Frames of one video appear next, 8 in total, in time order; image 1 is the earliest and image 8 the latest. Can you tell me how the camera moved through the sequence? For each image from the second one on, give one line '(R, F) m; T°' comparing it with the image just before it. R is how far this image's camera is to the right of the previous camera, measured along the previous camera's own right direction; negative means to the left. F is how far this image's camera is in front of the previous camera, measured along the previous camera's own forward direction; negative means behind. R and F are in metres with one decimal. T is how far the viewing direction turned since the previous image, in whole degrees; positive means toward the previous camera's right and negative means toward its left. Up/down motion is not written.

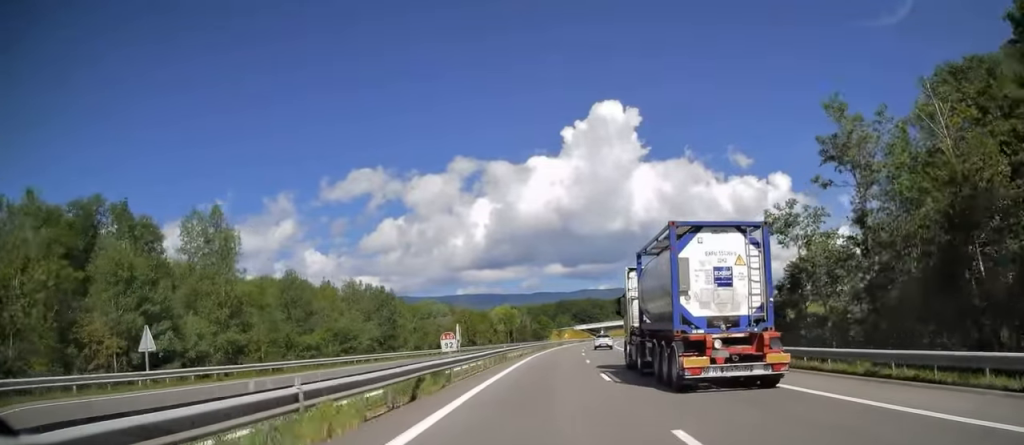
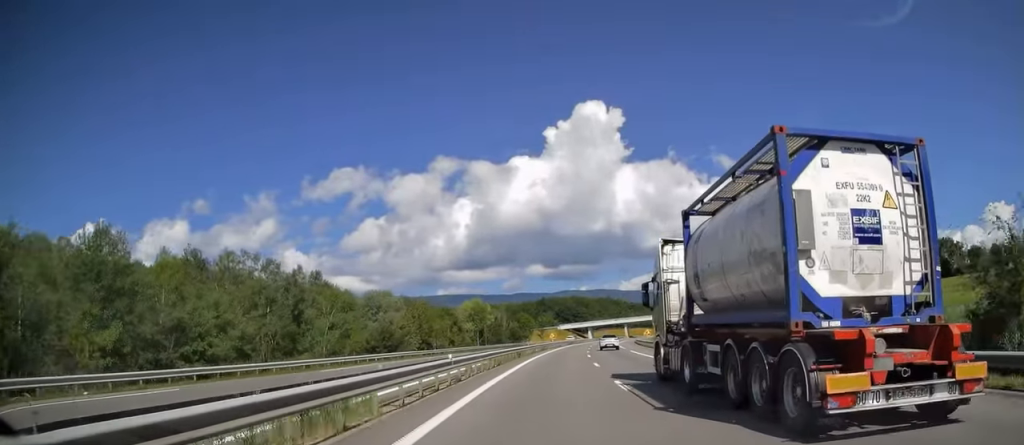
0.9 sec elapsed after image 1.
(+0.2, +29.5) m; +2°
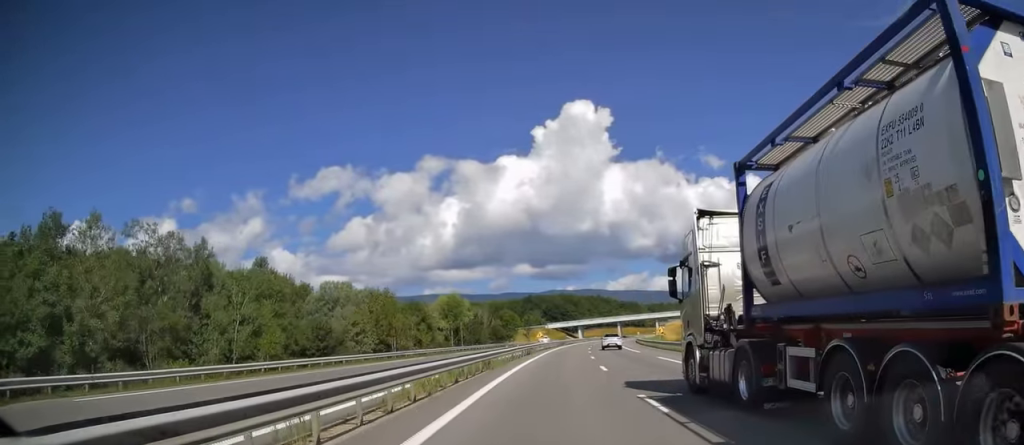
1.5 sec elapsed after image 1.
(+0.3, +17.2) m; +1°
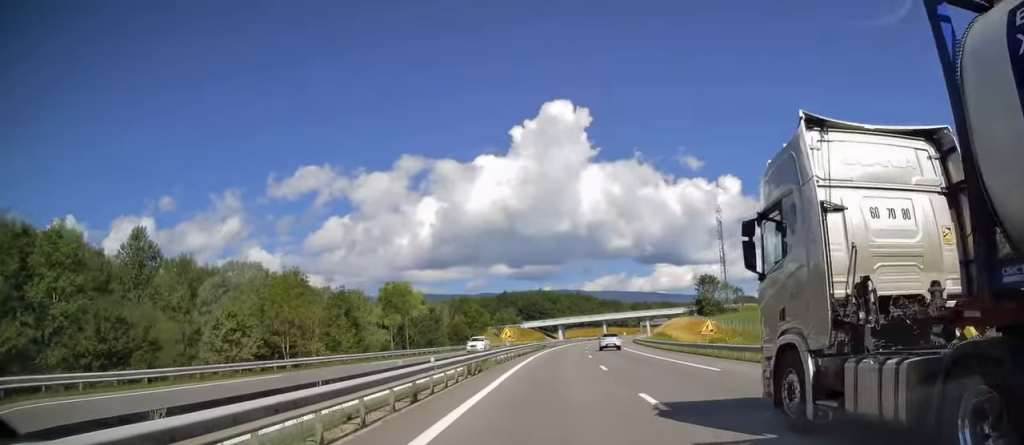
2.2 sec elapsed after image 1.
(+0.5, +25.8) m; +2°
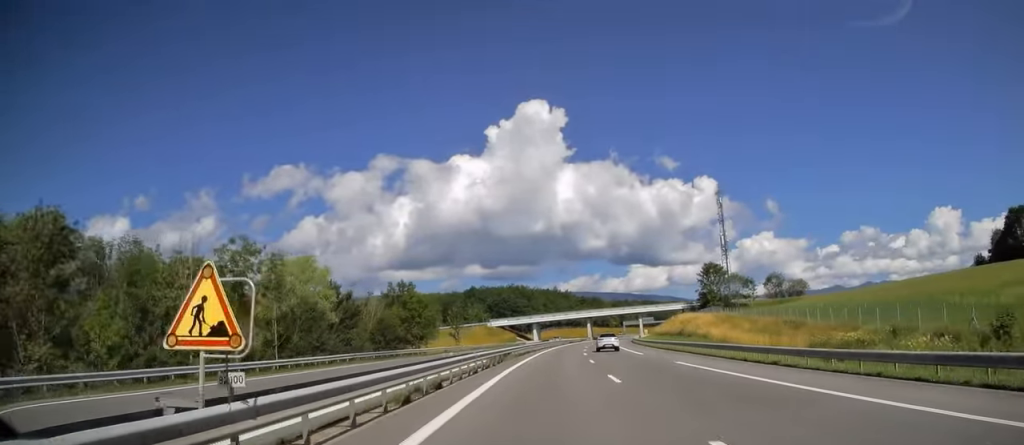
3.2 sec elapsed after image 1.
(+0.6, +32.2) m; +3°
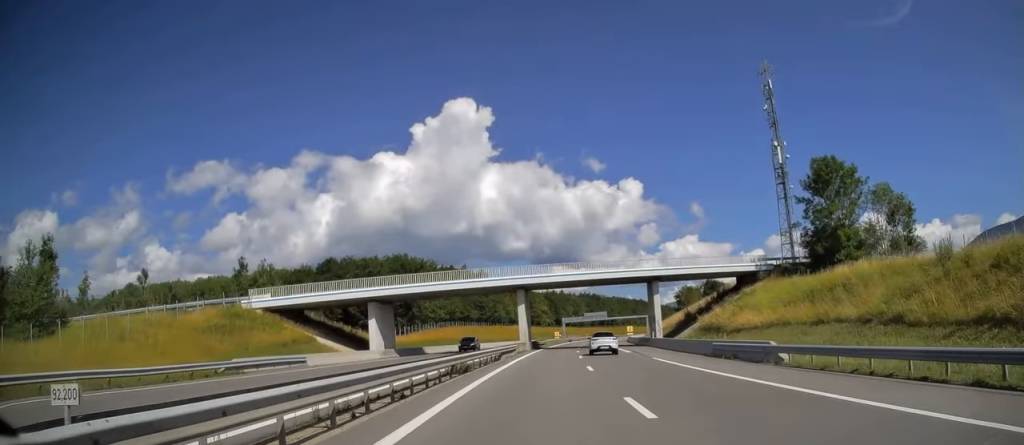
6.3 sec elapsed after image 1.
(+6.5, +97.7) m; +7°
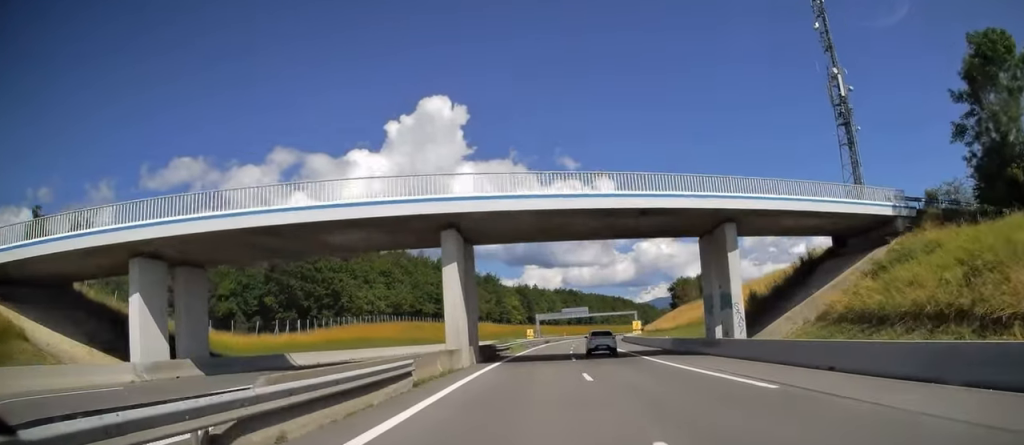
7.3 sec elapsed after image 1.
(+0.8, +31.4) m; +3°
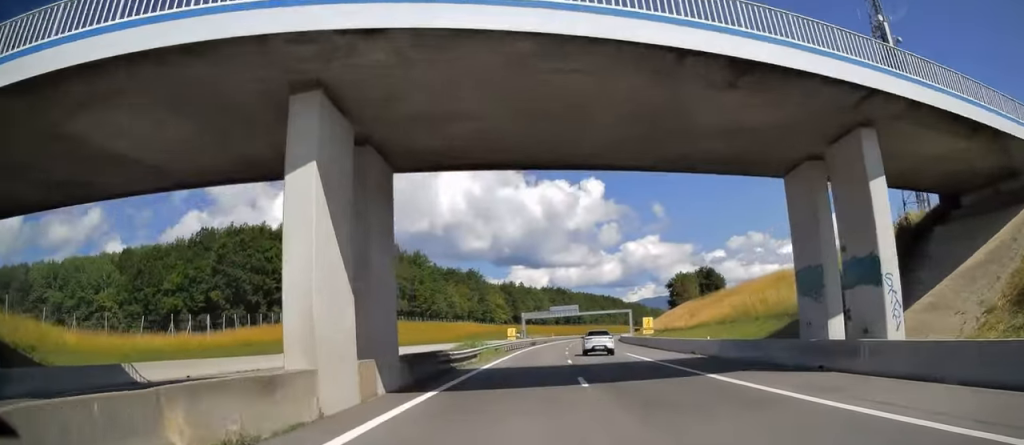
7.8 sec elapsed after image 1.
(+0.1, +15.1) m; +1°
